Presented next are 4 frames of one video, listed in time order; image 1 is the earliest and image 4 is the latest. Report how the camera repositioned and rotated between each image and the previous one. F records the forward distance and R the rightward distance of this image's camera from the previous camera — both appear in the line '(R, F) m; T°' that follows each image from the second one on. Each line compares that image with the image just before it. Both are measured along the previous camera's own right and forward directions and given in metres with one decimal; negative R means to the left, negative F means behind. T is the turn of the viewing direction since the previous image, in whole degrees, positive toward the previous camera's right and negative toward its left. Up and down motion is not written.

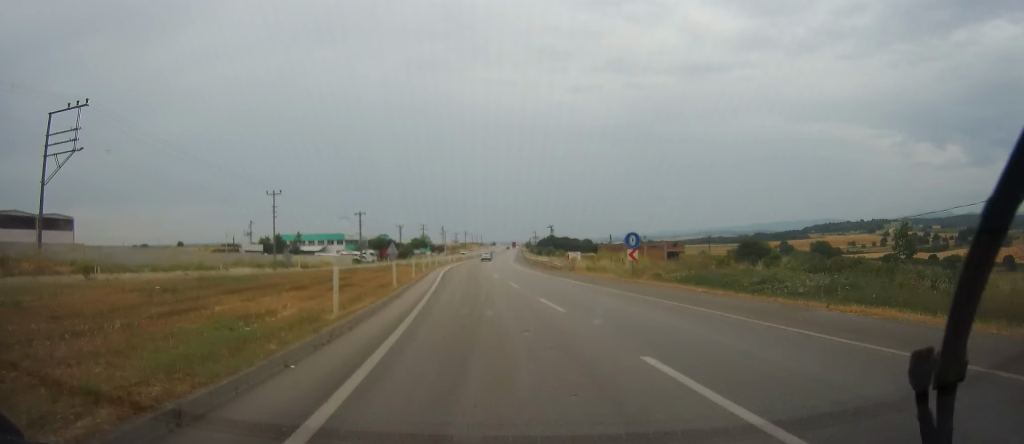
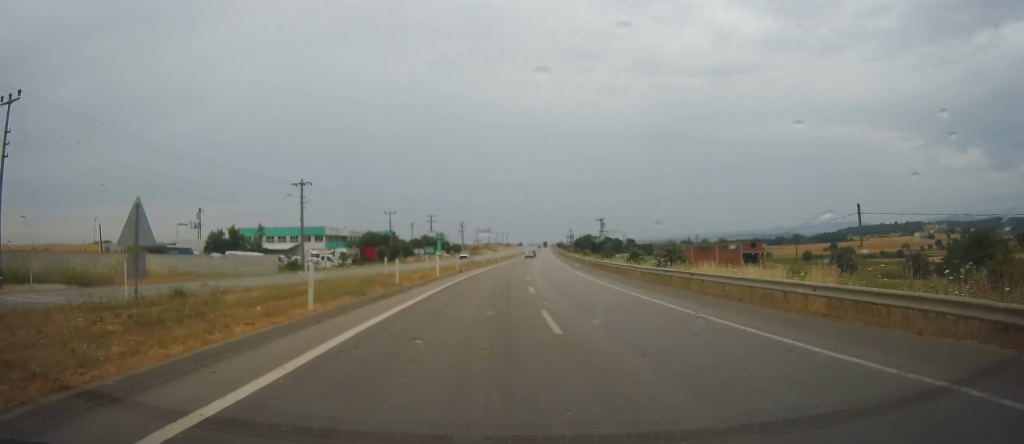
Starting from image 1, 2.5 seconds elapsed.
(-1.7, +53.0) m; -3°
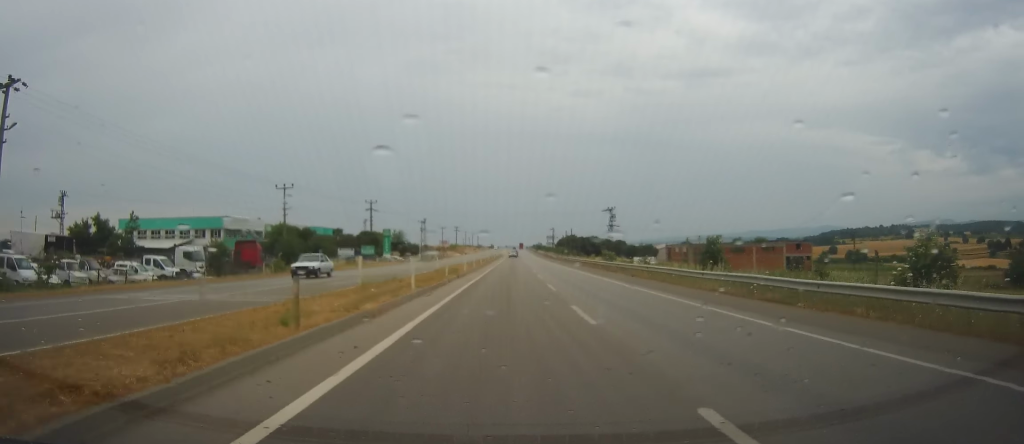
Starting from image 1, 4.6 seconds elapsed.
(-0.9, +47.3) m; 0°
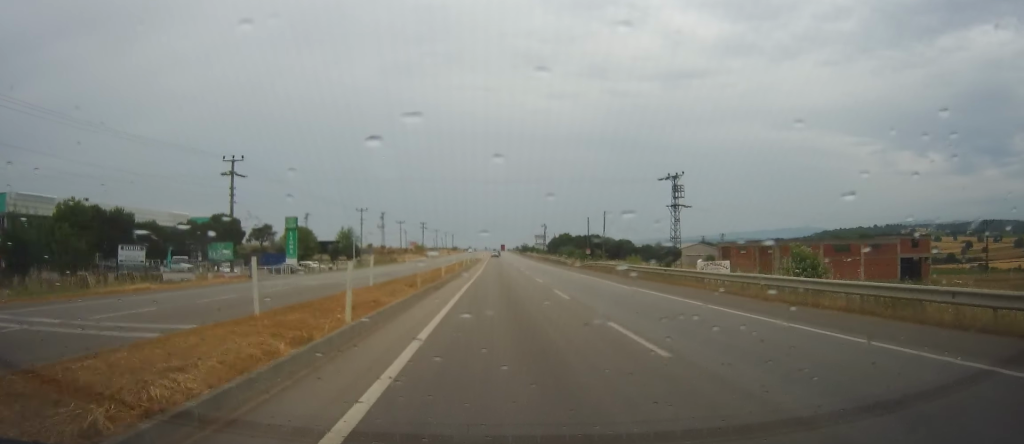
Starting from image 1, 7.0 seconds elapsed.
(+1.7, +53.0) m; +3°
